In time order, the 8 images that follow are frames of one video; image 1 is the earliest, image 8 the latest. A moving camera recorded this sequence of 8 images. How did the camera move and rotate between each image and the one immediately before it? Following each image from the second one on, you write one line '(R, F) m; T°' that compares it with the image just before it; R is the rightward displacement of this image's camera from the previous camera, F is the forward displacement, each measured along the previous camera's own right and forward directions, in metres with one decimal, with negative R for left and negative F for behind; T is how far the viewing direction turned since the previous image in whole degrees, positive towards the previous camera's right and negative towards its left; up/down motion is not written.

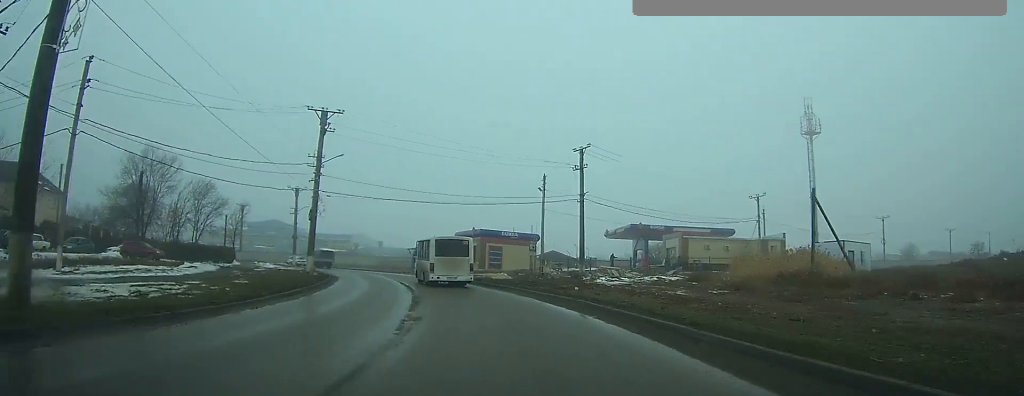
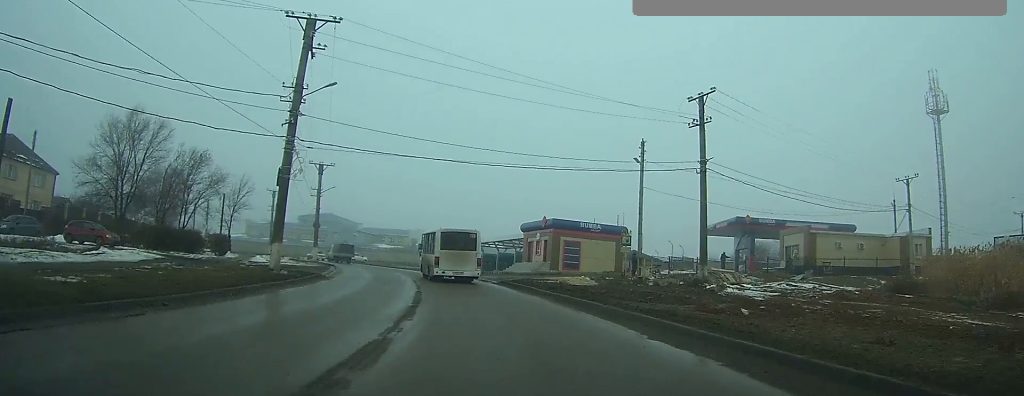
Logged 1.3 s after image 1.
(-1.0, +14.8) m; -6°
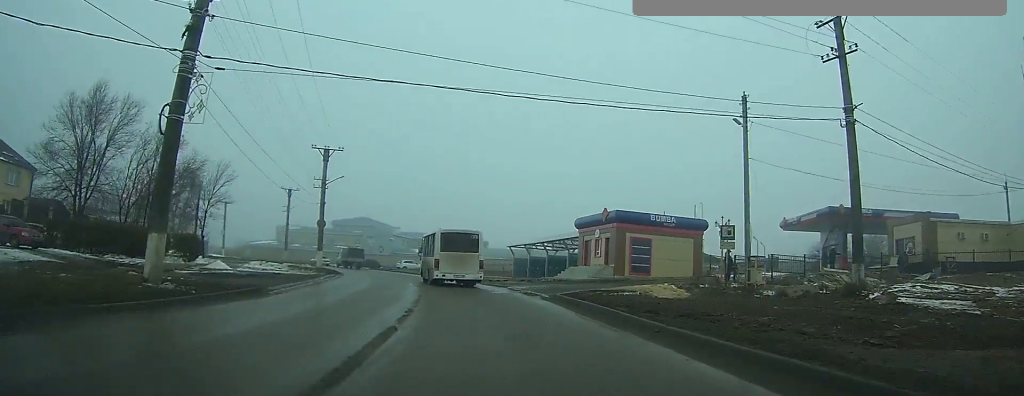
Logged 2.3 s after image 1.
(-0.4, +10.8) m; -4°
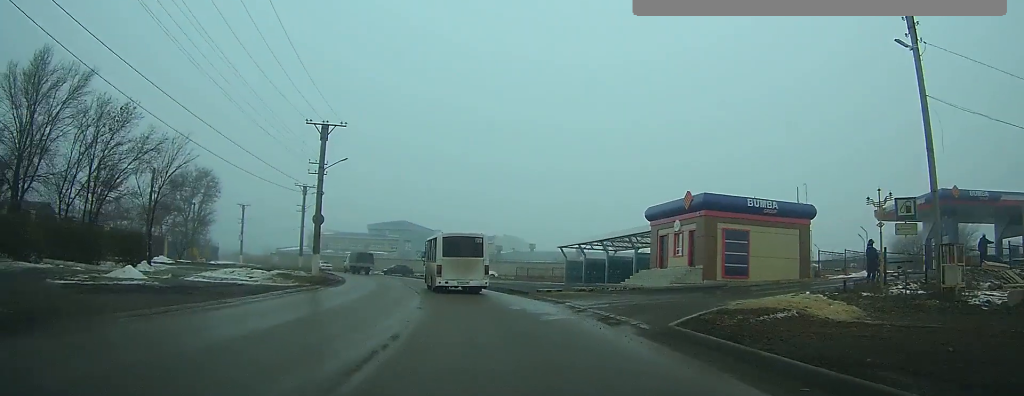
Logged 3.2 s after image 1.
(-0.2, +10.2) m; -4°
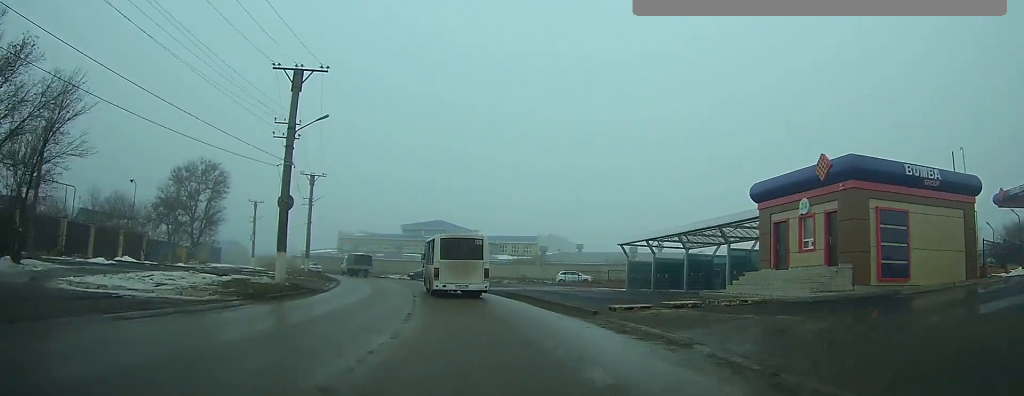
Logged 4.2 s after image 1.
(-0.6, +11.0) m; -5°
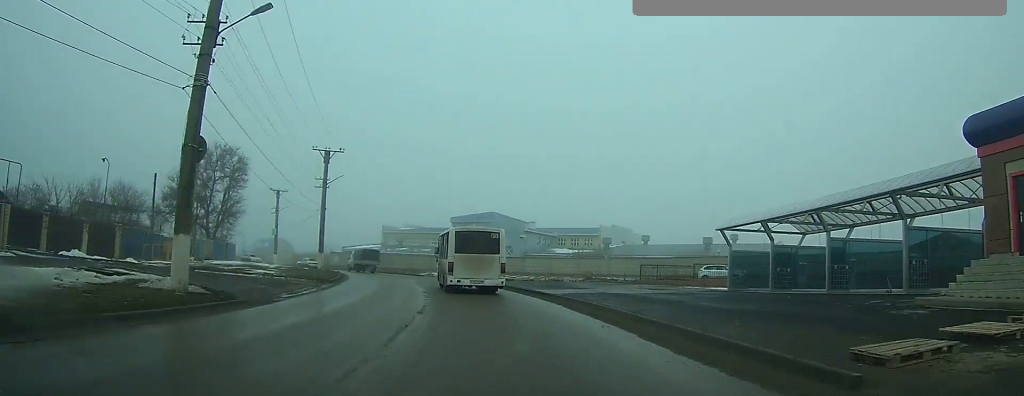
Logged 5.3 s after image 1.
(-0.4, +11.2) m; -5°
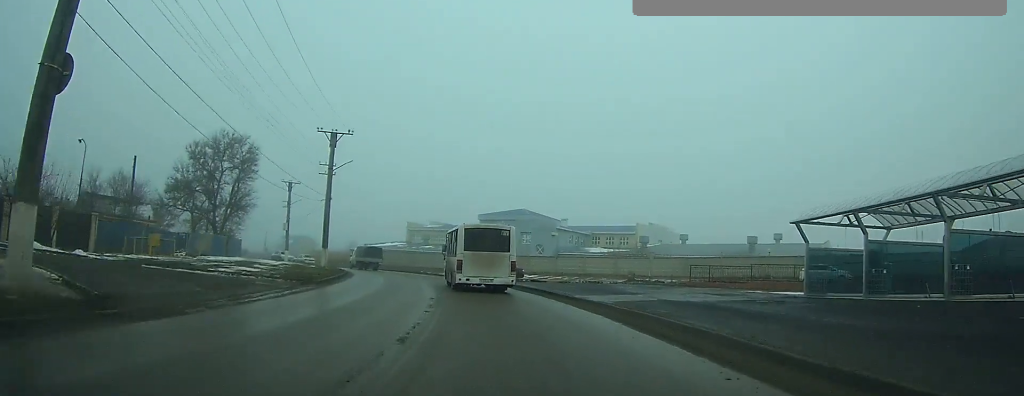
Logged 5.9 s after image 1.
(0.0, +5.9) m; -3°
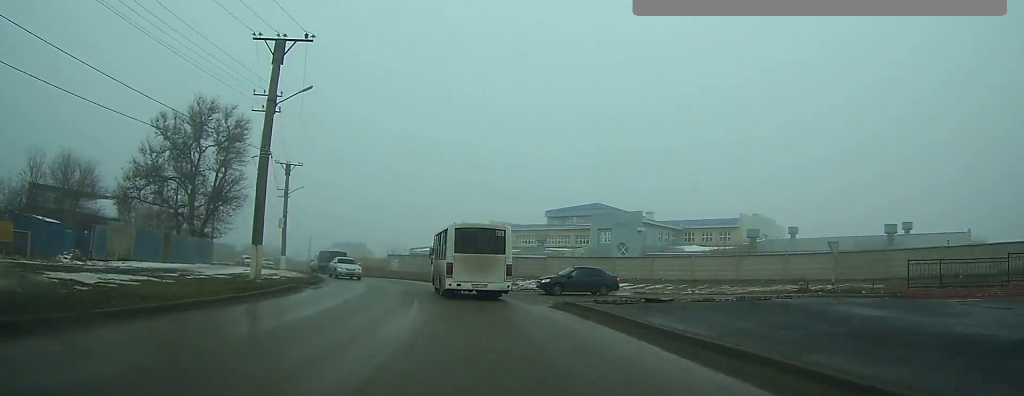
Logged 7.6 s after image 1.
(-1.0, +18.5) m; -6°
